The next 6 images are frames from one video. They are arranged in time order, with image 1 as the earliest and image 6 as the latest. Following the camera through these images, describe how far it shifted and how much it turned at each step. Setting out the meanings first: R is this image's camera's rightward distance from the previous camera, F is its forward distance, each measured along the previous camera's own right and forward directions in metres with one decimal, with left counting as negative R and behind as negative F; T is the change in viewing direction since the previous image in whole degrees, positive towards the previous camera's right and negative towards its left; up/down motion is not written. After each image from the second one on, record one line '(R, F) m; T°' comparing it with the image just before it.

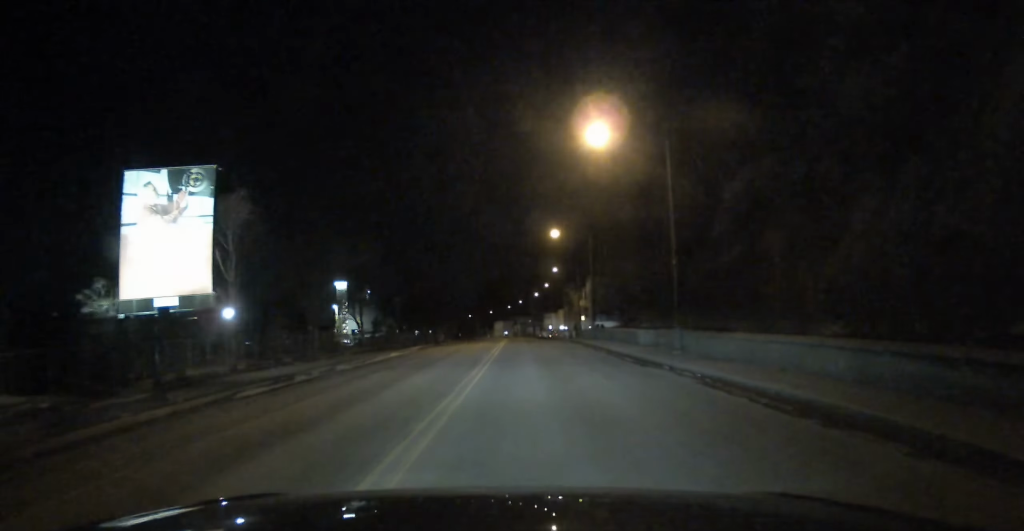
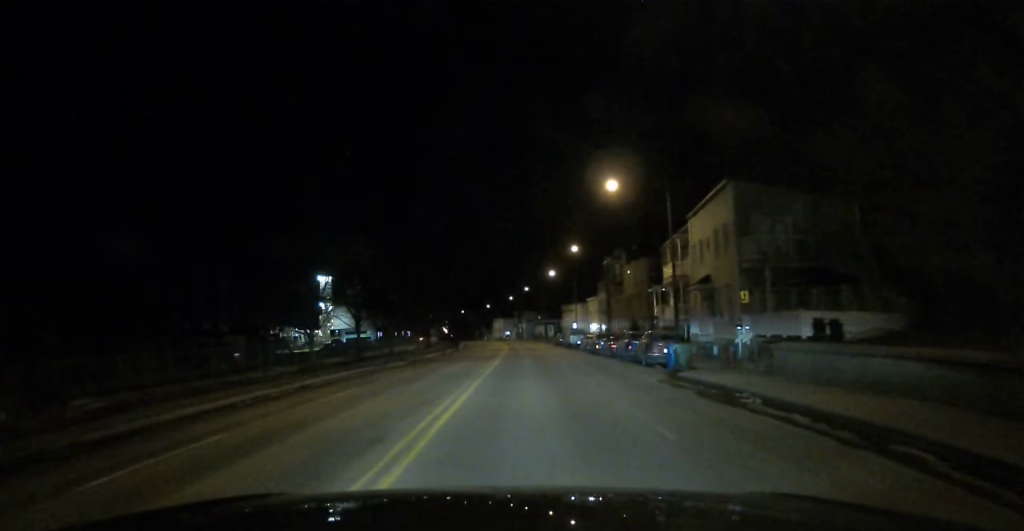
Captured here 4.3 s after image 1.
(-2.1, +59.9) m; -2°
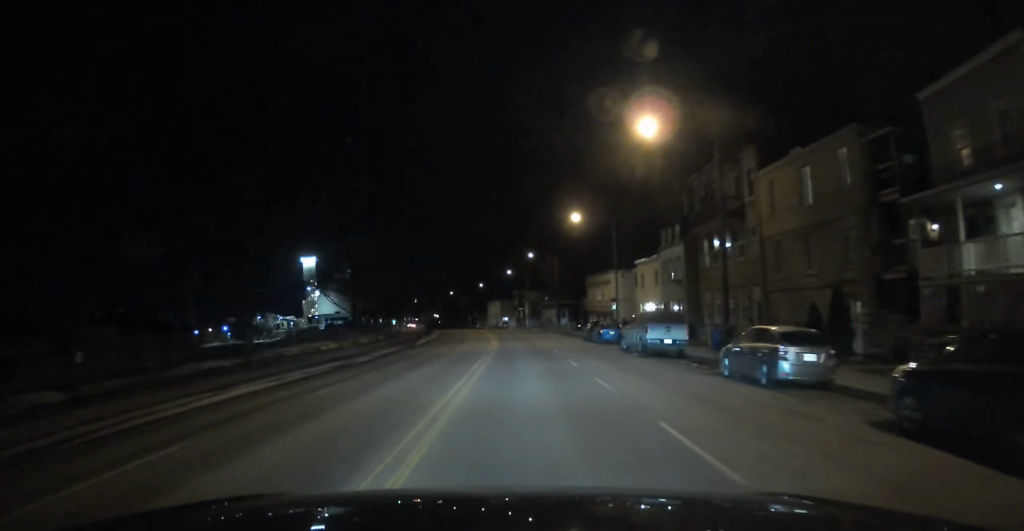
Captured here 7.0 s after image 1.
(0.0, +40.2) m; -1°
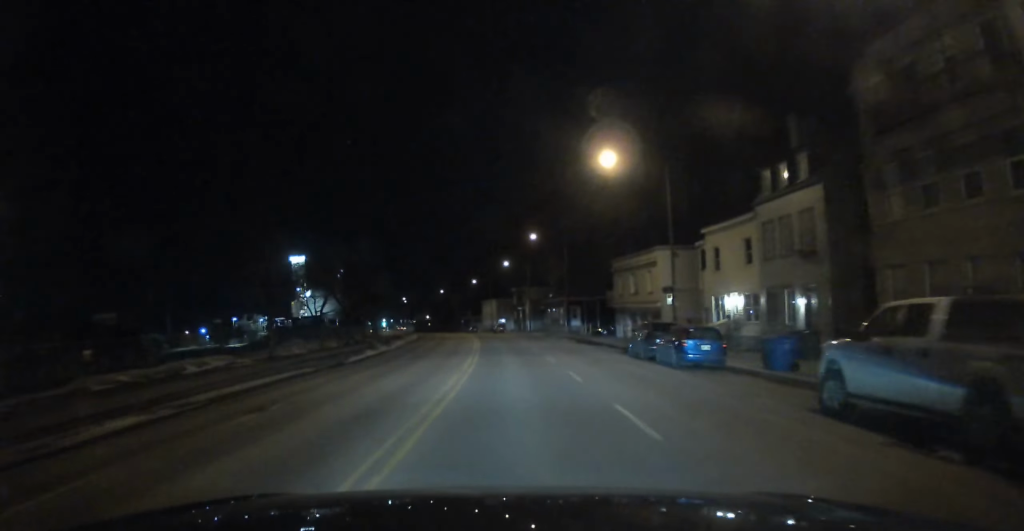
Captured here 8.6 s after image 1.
(-0.2, +22.3) m; -1°
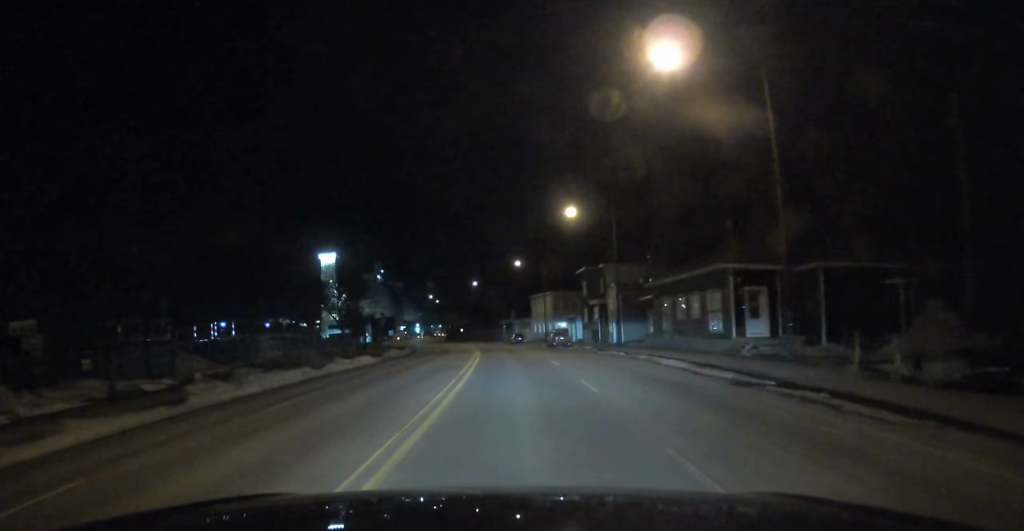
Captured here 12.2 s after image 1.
(-1.0, +50.8) m; -4°
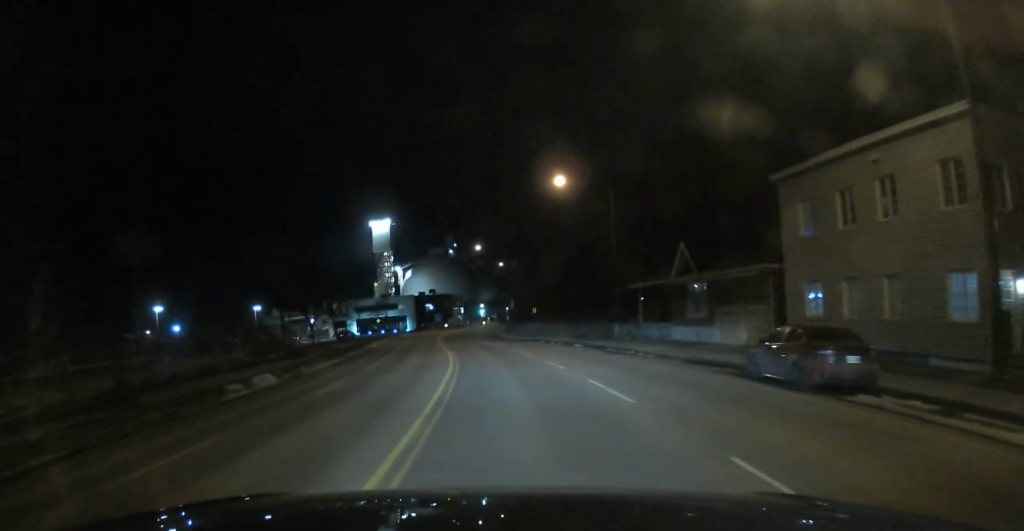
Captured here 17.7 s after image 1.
(-5.5, +77.5) m; -9°
